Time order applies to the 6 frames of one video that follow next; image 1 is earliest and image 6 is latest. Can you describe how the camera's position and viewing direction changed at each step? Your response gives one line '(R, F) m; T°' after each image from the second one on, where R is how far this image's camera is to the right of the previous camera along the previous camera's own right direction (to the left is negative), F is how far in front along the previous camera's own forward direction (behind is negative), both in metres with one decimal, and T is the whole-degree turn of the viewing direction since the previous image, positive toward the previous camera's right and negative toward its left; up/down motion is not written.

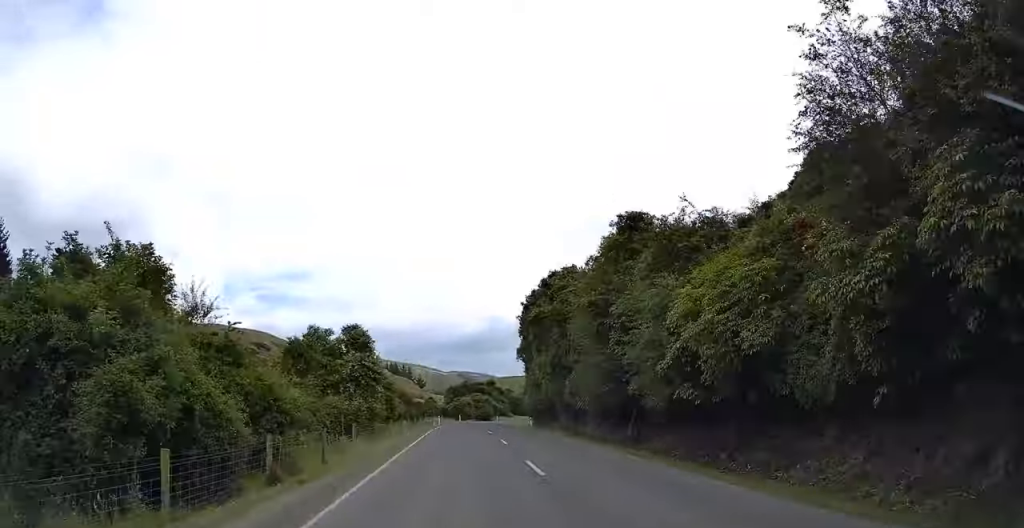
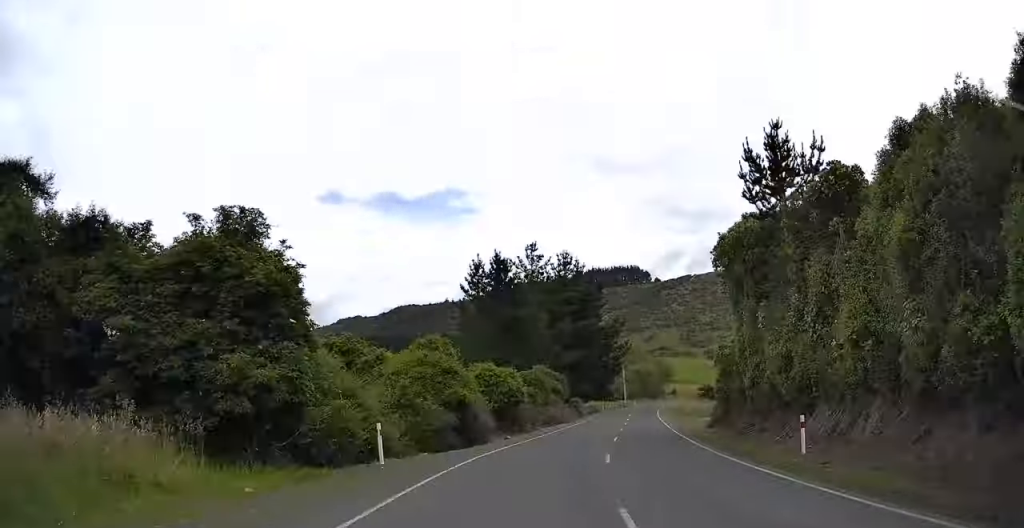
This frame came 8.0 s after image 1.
(+25.1, +129.1) m; +31°
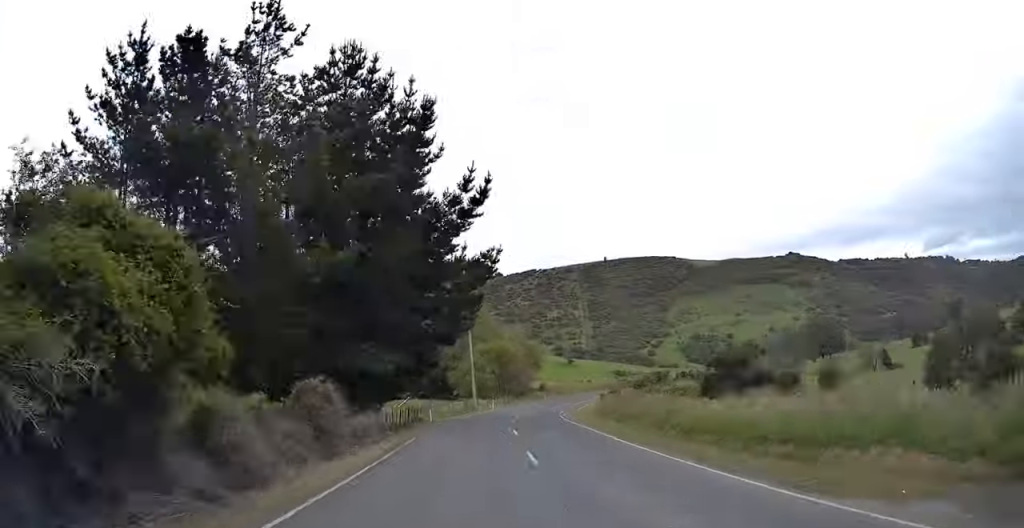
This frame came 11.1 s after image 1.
(+8.7, +52.6) m; +14°
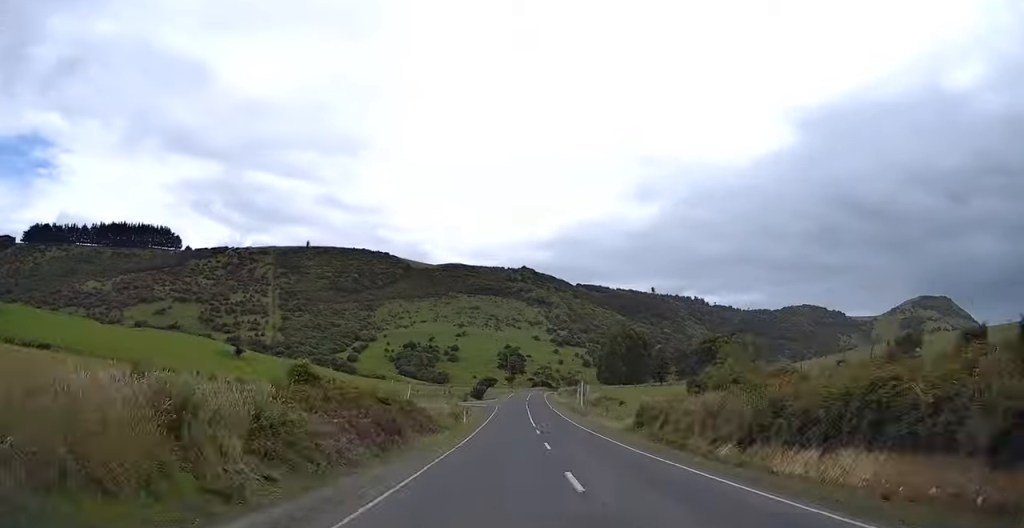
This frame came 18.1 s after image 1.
(+28.5, +120.0) m; +22°
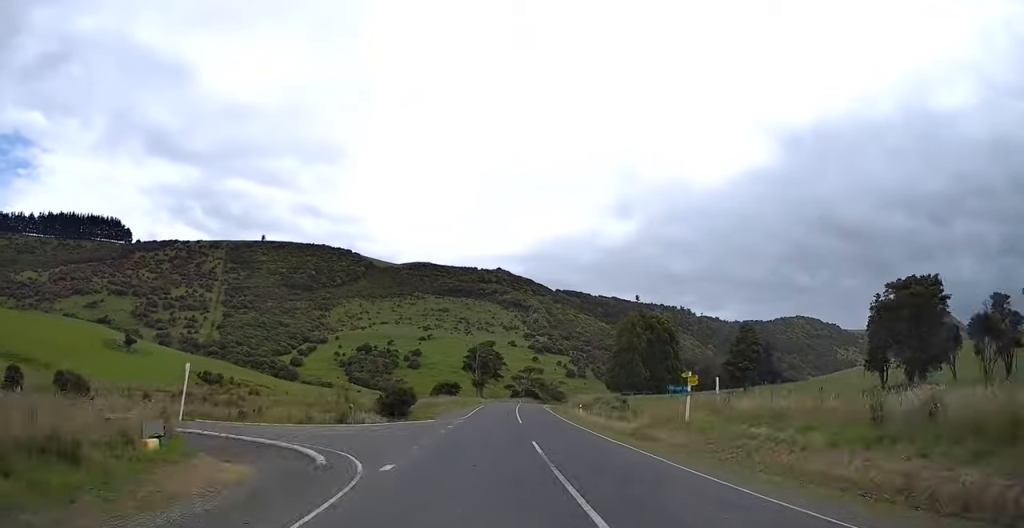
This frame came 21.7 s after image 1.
(+4.0, +63.7) m; +5°
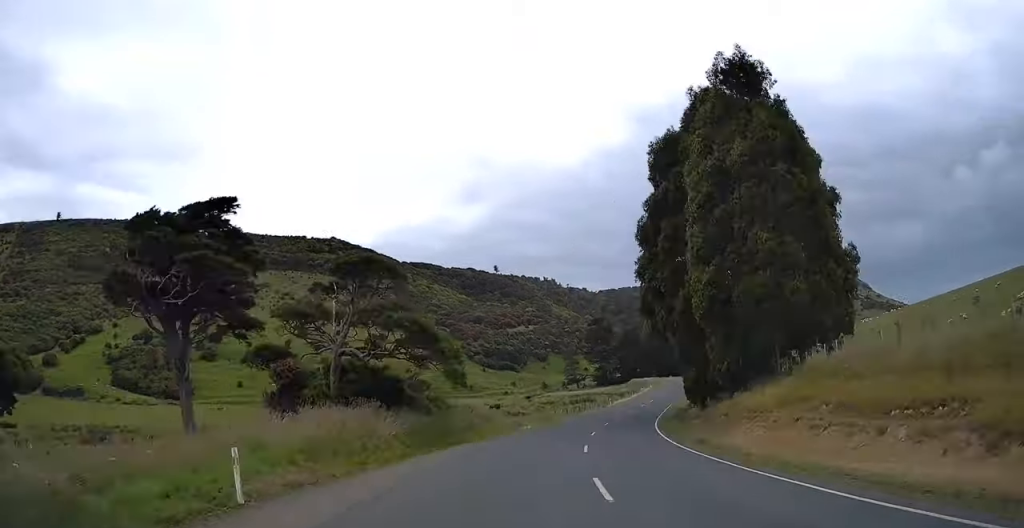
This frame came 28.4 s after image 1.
(+8.8, +117.7) m; +18°
